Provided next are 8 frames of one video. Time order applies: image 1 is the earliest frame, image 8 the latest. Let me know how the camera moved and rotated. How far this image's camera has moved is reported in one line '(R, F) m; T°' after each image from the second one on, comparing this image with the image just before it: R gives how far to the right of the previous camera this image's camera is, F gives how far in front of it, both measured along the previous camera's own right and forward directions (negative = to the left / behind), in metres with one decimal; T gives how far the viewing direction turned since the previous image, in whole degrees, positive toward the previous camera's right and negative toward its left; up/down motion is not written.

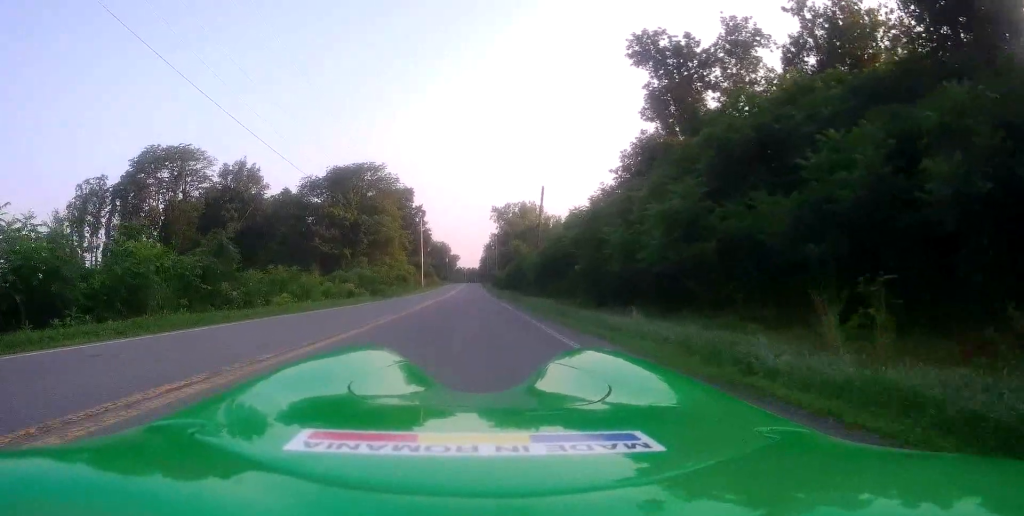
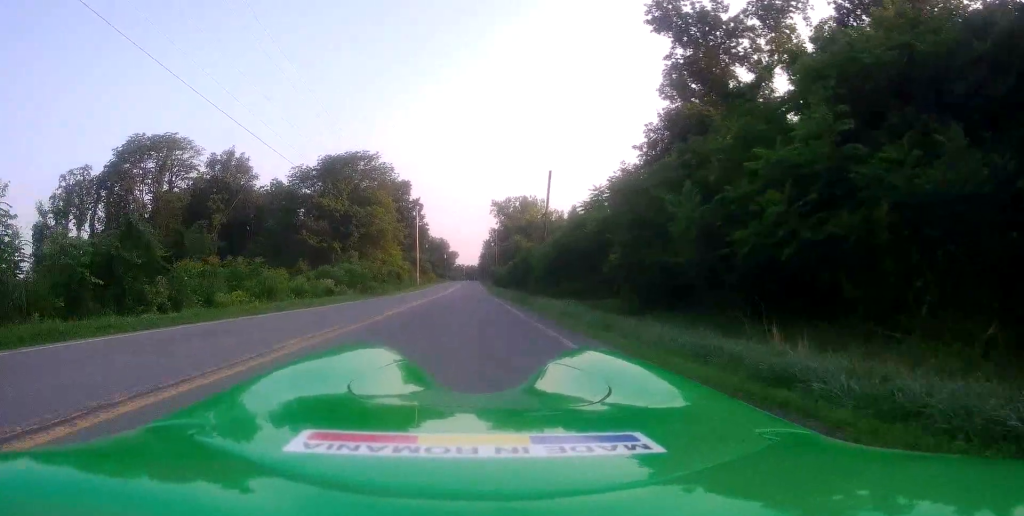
(+0.1, +5.4) m; +1°
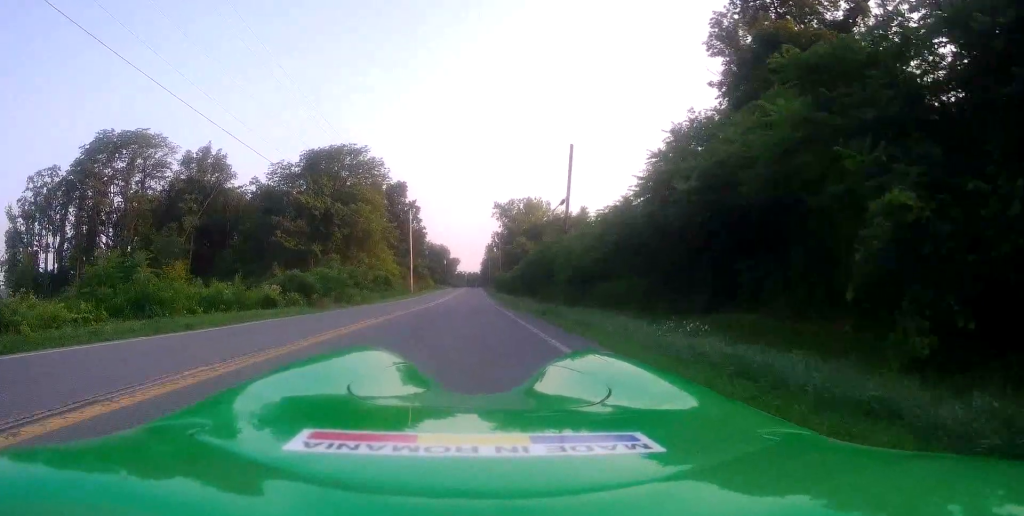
(+0.1, +10.3) m; -1°
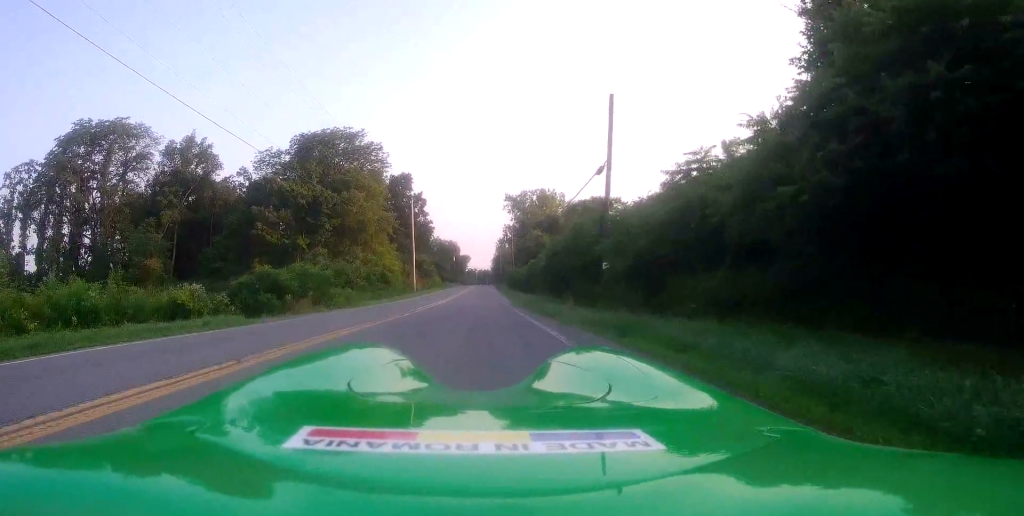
(-0.4, +8.5) m; -3°
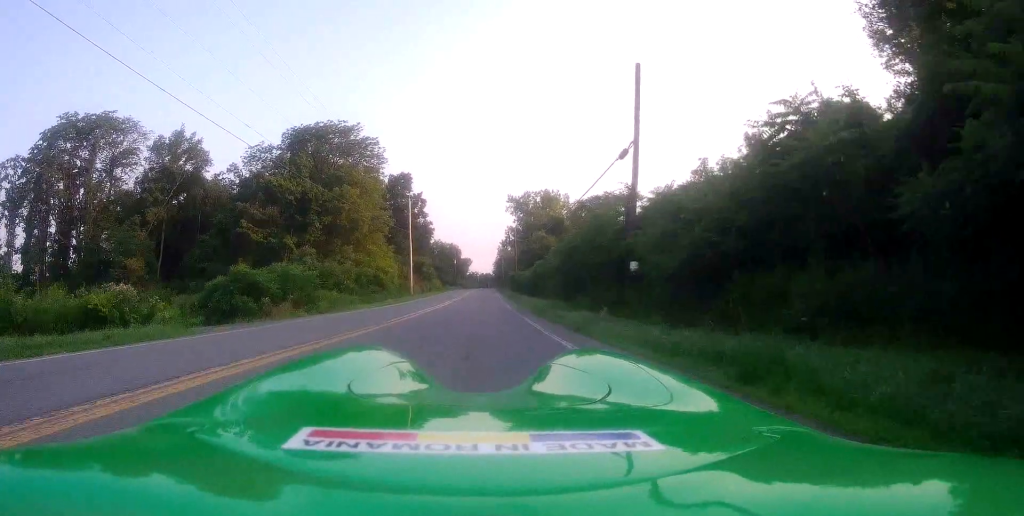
(0.0, +4.2) m; +2°
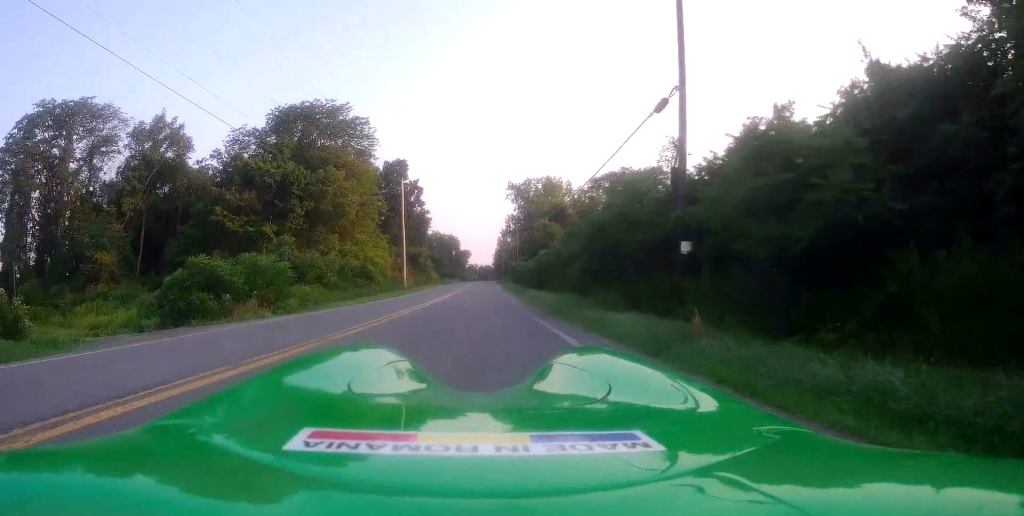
(+0.2, +5.1) m; -1°
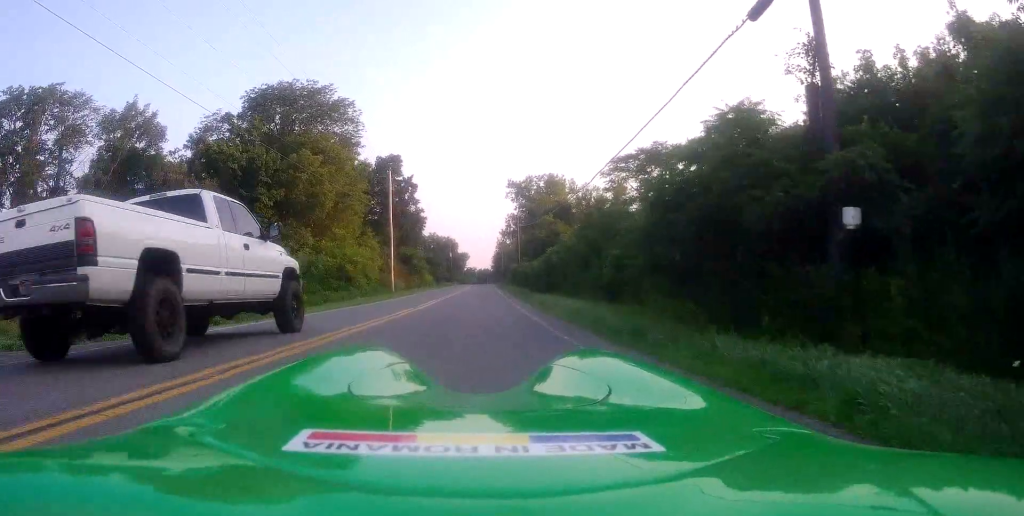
(-0.4, +7.0) m; -4°
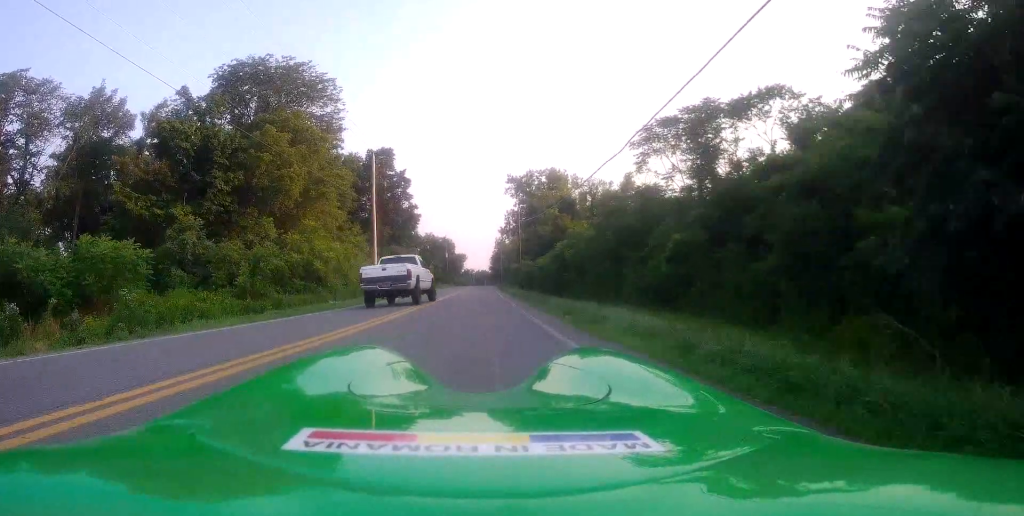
(+0.1, +7.0) m; +5°
